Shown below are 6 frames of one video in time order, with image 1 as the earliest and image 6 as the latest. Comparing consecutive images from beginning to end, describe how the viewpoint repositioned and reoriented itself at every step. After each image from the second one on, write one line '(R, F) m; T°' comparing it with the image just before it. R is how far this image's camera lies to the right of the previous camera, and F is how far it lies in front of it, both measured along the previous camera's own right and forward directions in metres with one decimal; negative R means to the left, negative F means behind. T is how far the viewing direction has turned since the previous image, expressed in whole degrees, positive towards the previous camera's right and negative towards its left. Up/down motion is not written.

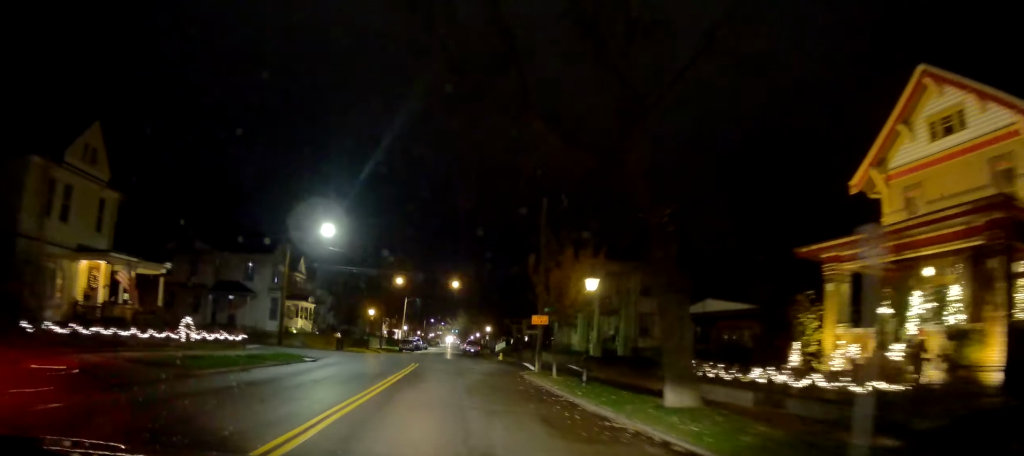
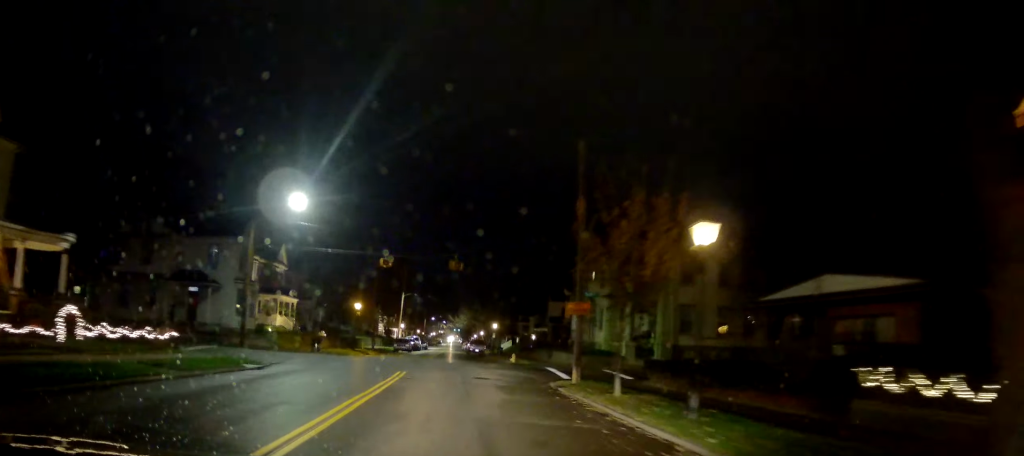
(0.0, +8.7) m; 0°
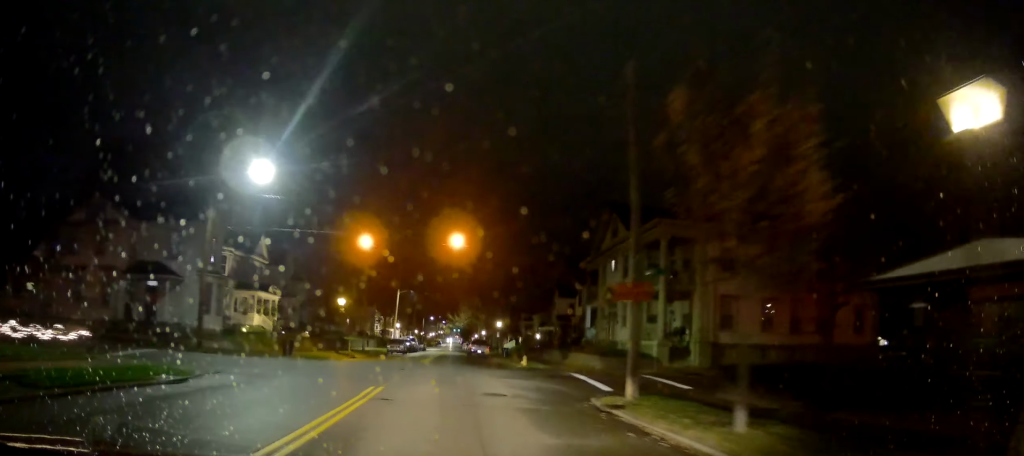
(+0.1, +6.6) m; +1°
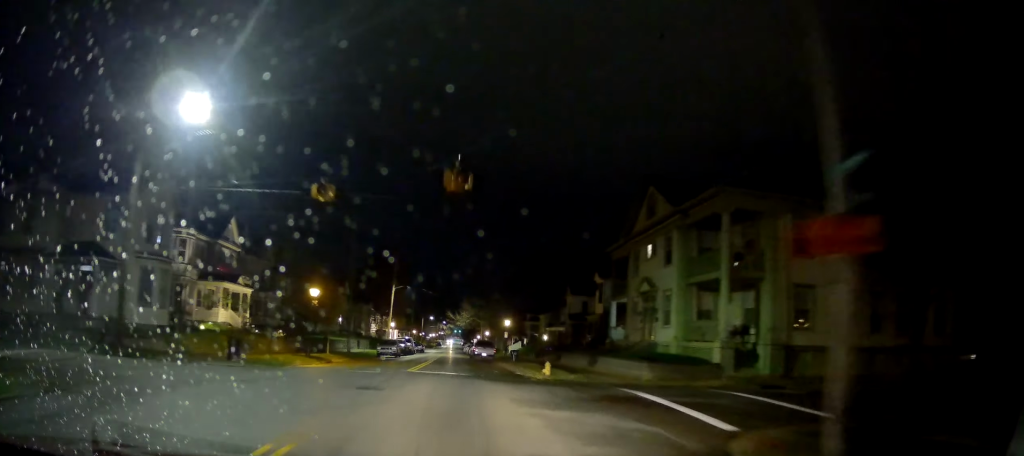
(0.0, +8.3) m; 0°
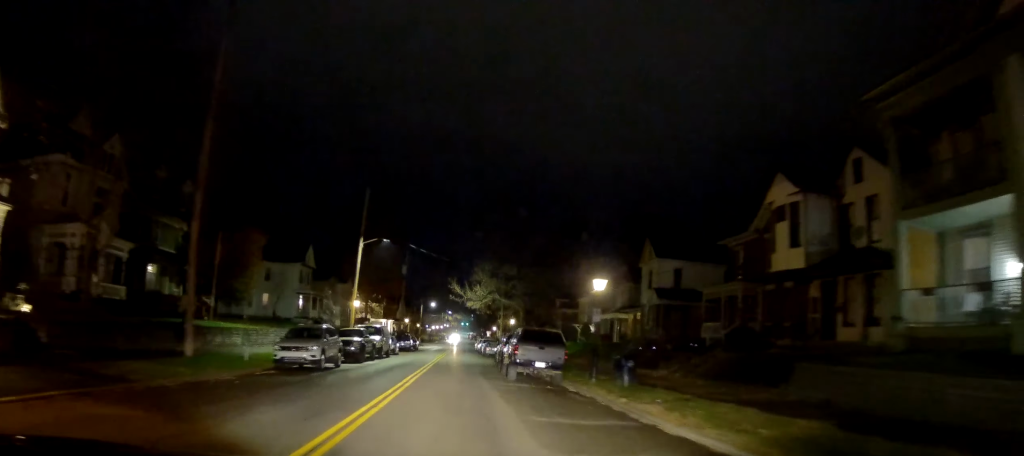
(0.0, +31.8) m; 0°
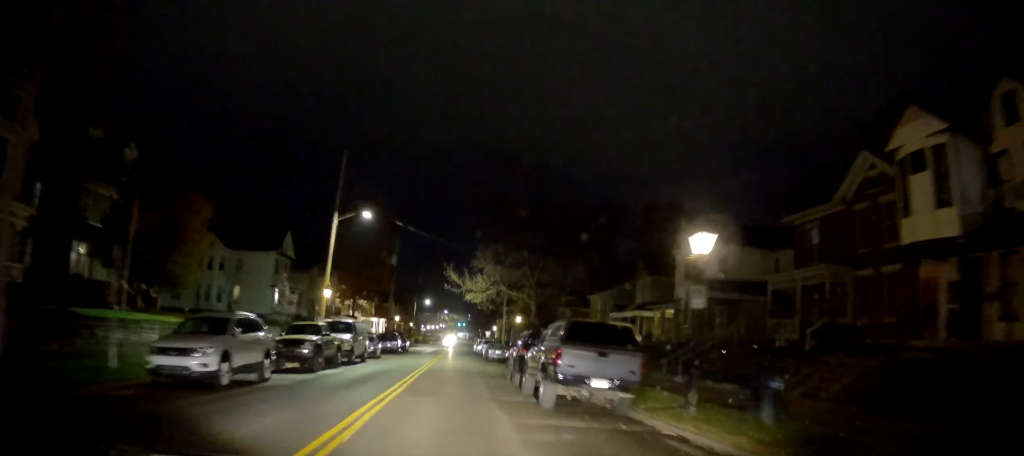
(0.0, +9.2) m; 0°
